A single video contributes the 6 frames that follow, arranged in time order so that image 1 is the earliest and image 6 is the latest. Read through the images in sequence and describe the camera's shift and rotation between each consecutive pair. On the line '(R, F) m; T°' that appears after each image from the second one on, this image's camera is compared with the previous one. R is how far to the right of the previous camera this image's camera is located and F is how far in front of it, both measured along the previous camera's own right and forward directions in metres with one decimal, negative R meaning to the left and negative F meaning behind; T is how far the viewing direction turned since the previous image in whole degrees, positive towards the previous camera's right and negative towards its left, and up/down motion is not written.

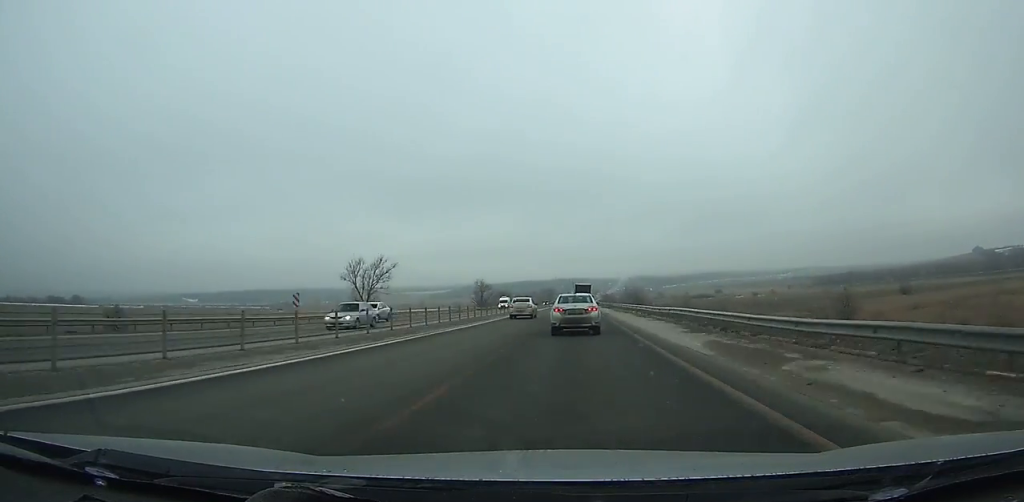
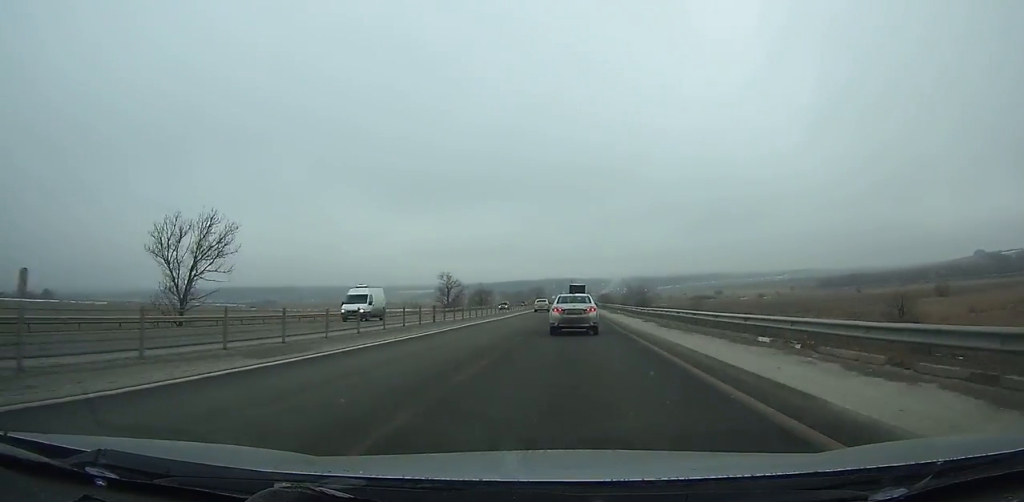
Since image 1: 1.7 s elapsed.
(+0.1, +39.6) m; 0°
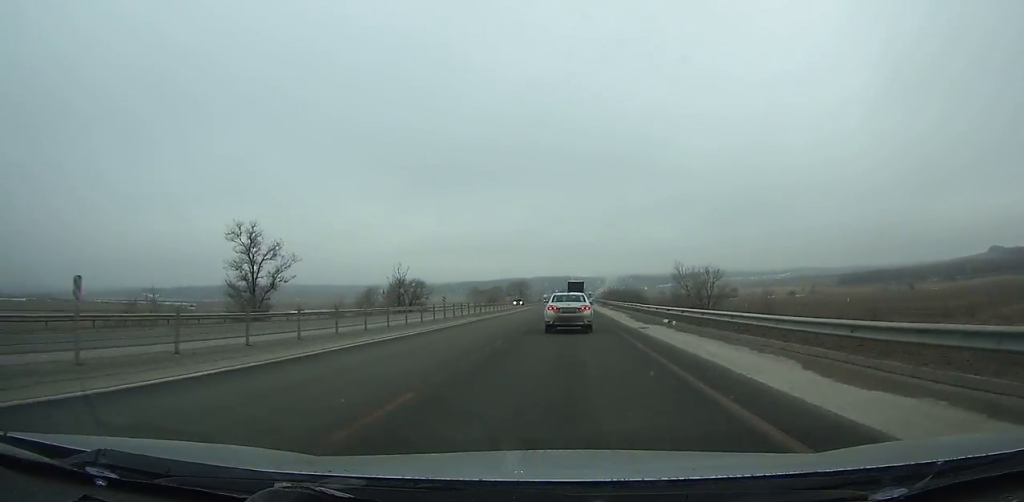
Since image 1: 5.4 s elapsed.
(+0.7, +87.3) m; +1°
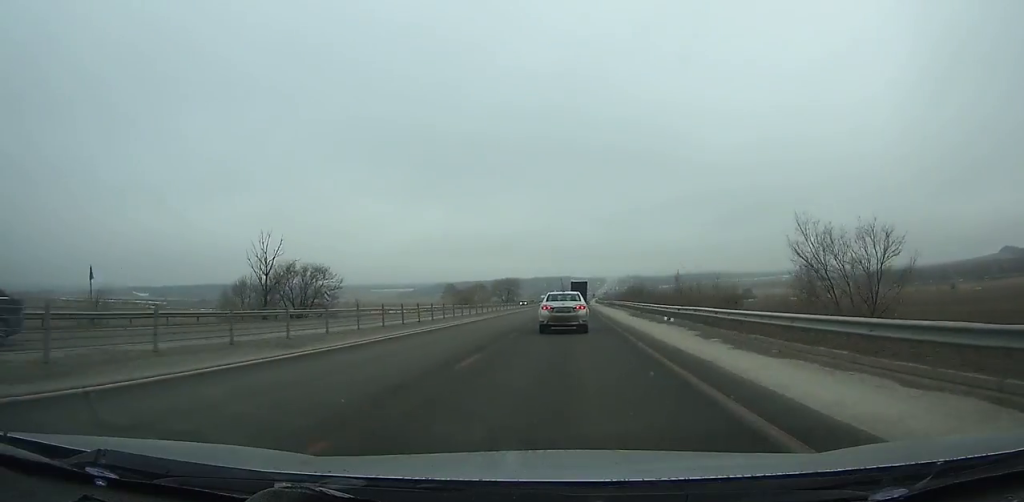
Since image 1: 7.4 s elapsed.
(+0.1, +47.4) m; 0°
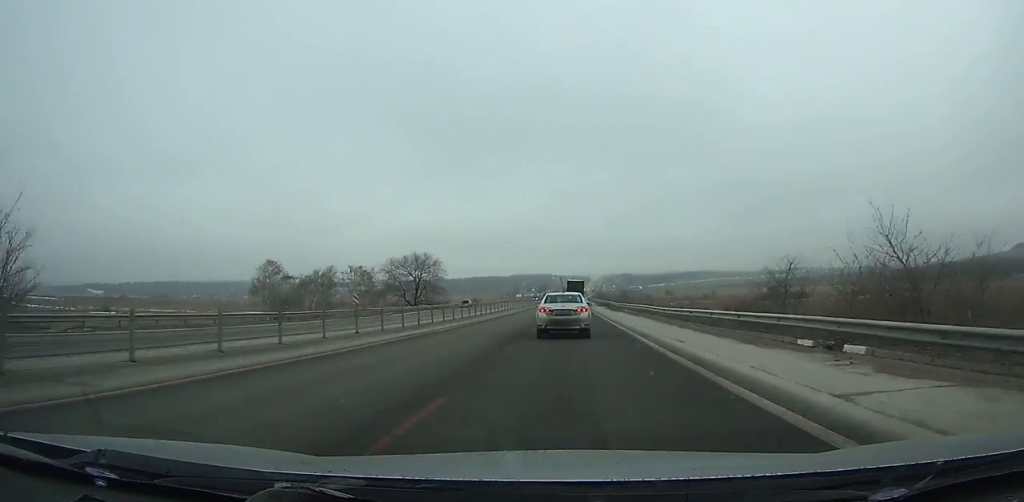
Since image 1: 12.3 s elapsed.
(+1.8, +114.9) m; +2°
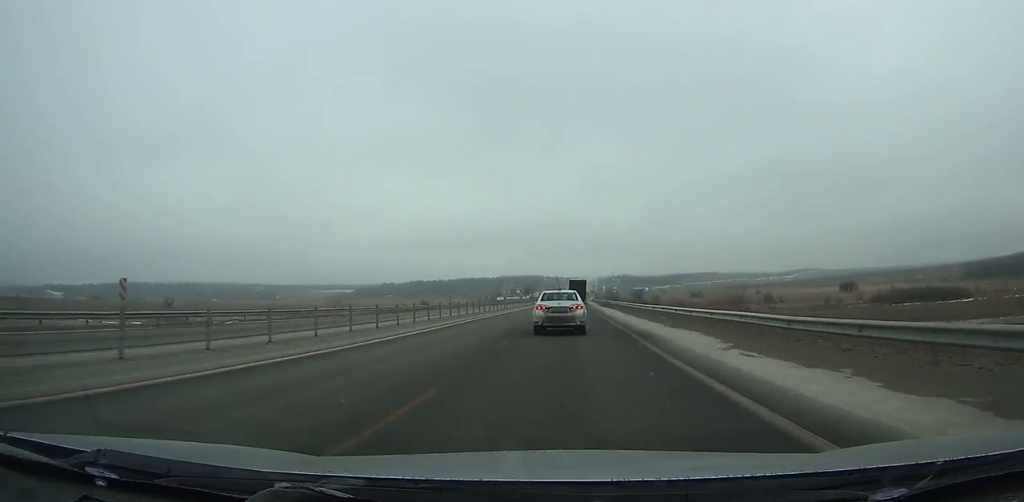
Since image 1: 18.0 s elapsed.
(+1.3, +130.3) m; +1°
